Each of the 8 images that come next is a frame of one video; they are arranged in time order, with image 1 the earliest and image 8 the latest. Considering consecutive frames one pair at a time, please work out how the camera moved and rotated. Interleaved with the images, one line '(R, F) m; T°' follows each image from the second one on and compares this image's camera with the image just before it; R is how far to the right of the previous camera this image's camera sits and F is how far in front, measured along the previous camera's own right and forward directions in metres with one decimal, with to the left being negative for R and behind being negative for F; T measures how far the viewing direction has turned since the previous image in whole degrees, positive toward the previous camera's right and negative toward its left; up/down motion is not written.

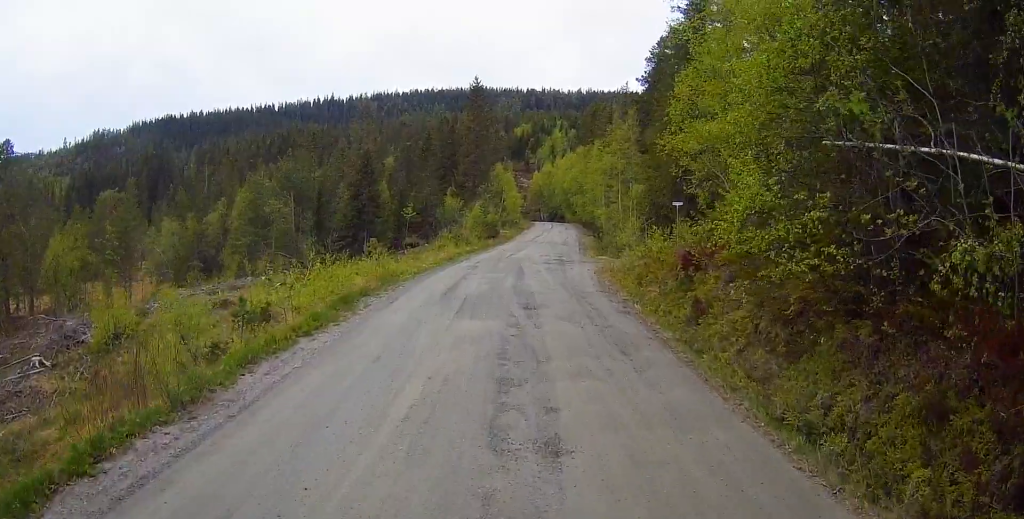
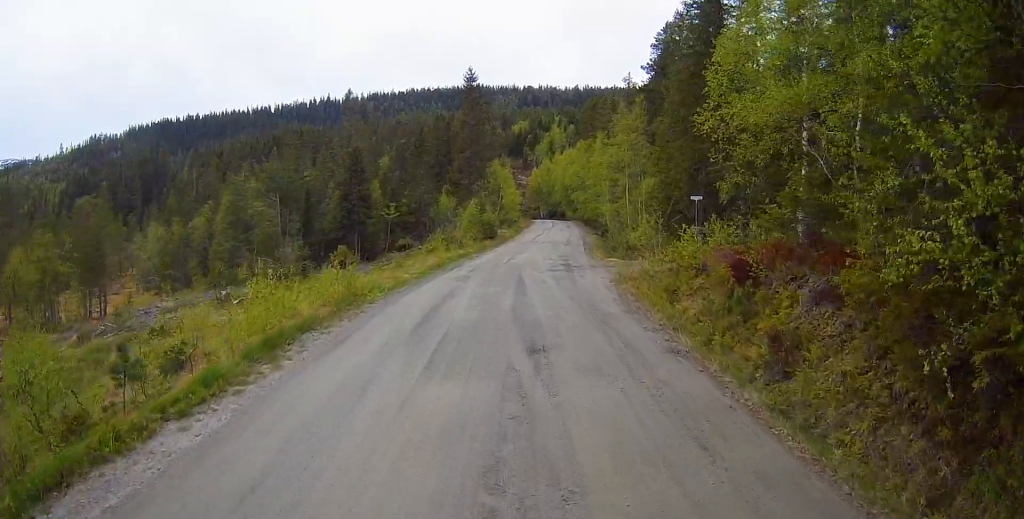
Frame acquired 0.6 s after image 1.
(+0.3, +3.9) m; 0°
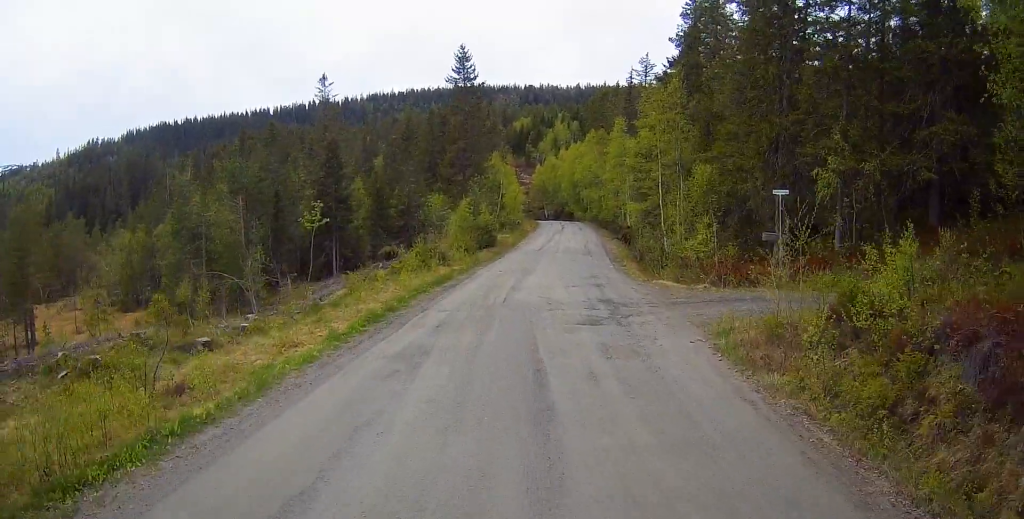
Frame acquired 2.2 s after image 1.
(-0.5, +10.2) m; -5°
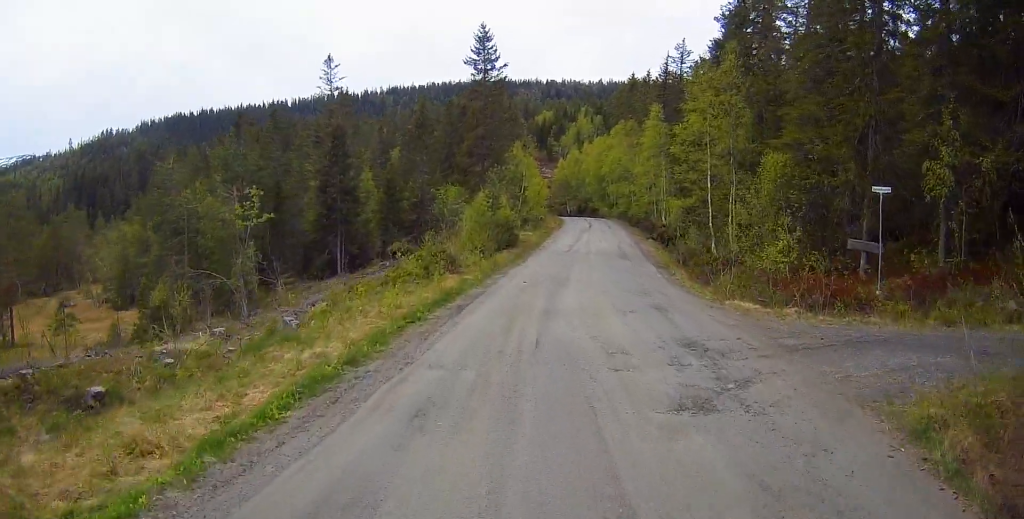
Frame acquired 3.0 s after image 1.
(0.0, +5.5) m; 0°
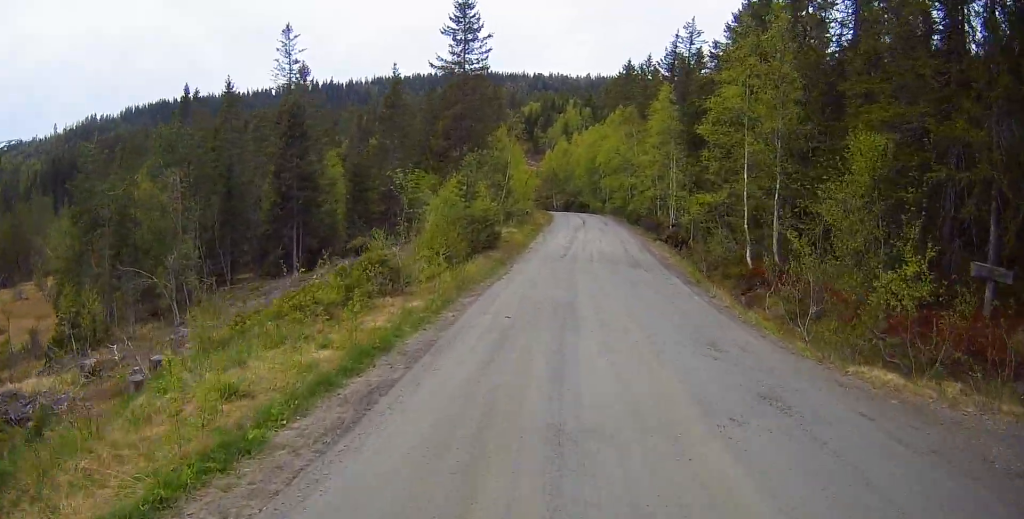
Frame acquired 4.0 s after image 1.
(+0.1, +7.4) m; +4°
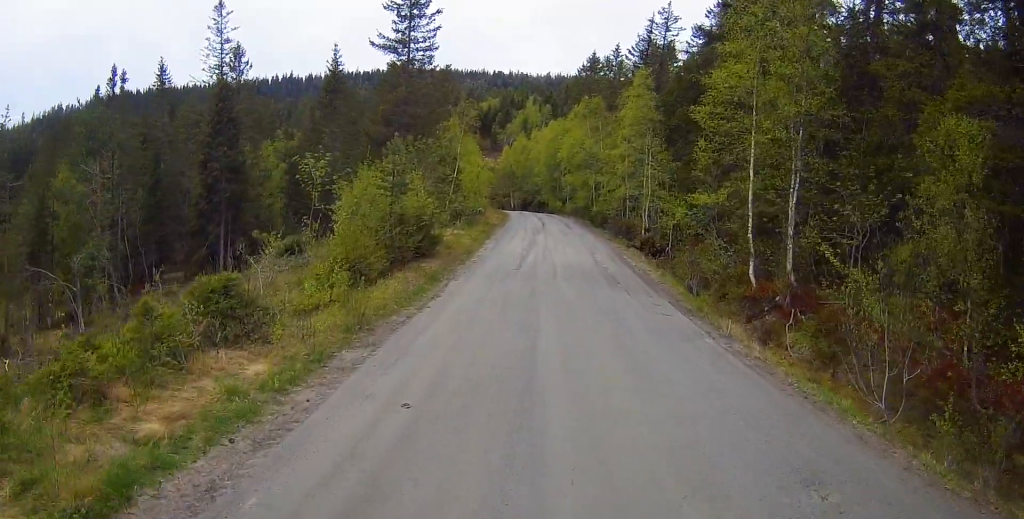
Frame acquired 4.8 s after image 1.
(+0.3, +5.8) m; +4°
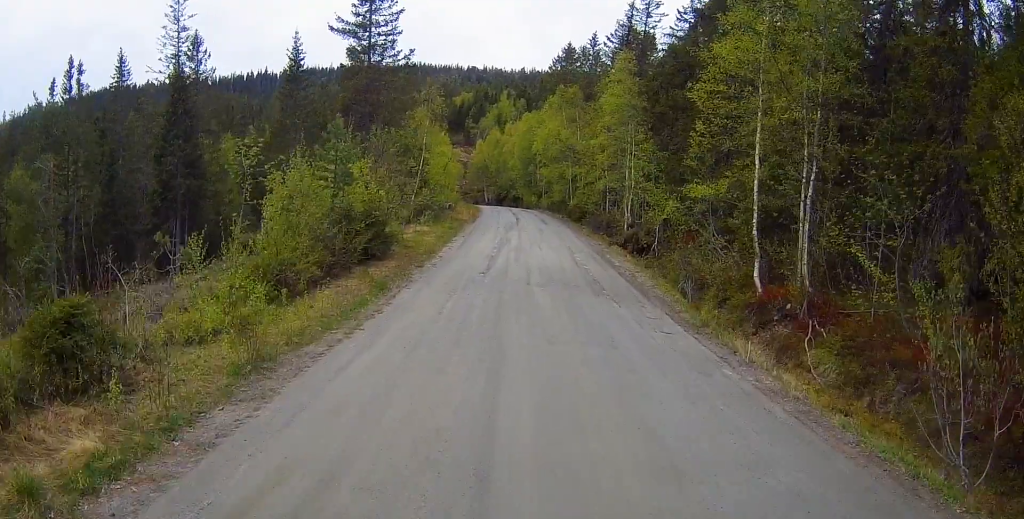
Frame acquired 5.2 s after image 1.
(0.0, +3.0) m; +2°
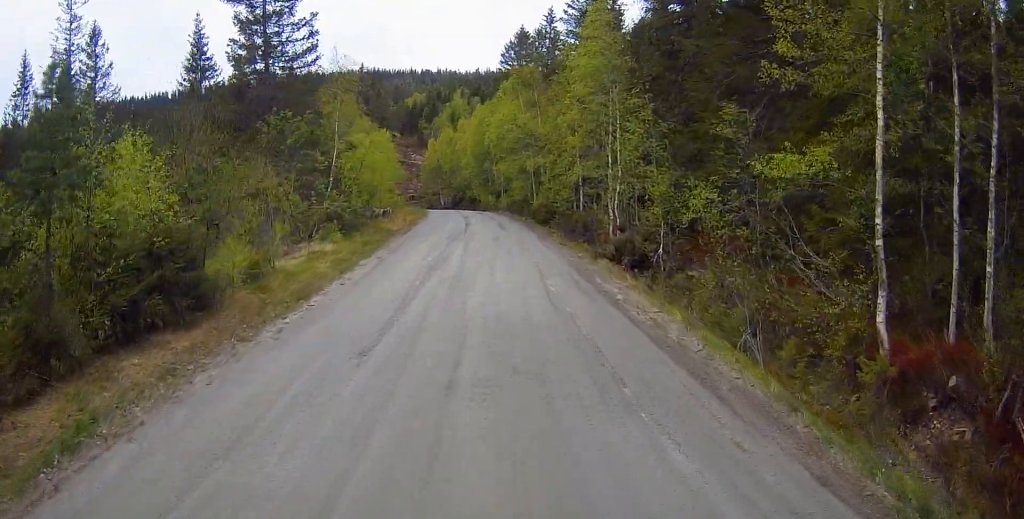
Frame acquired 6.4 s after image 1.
(+0.5, +8.5) m; +4°
